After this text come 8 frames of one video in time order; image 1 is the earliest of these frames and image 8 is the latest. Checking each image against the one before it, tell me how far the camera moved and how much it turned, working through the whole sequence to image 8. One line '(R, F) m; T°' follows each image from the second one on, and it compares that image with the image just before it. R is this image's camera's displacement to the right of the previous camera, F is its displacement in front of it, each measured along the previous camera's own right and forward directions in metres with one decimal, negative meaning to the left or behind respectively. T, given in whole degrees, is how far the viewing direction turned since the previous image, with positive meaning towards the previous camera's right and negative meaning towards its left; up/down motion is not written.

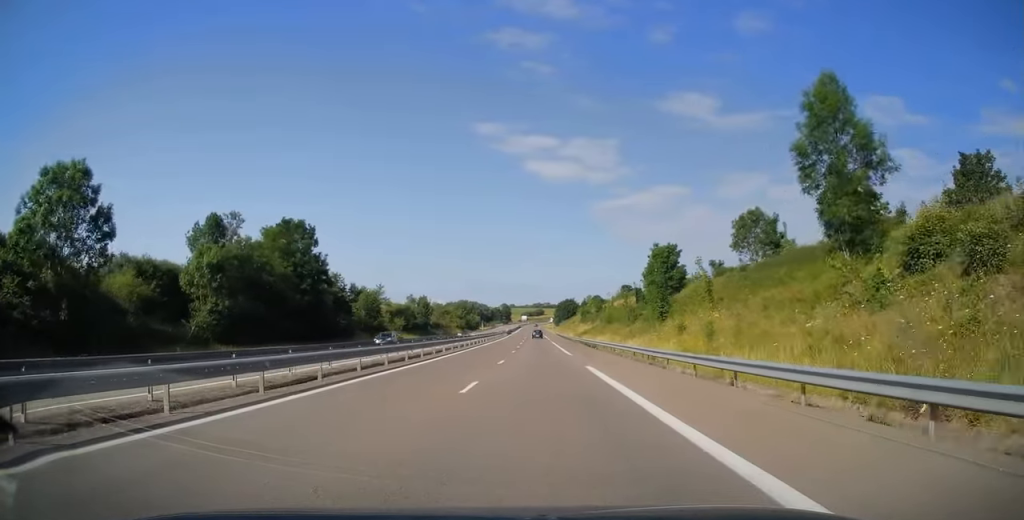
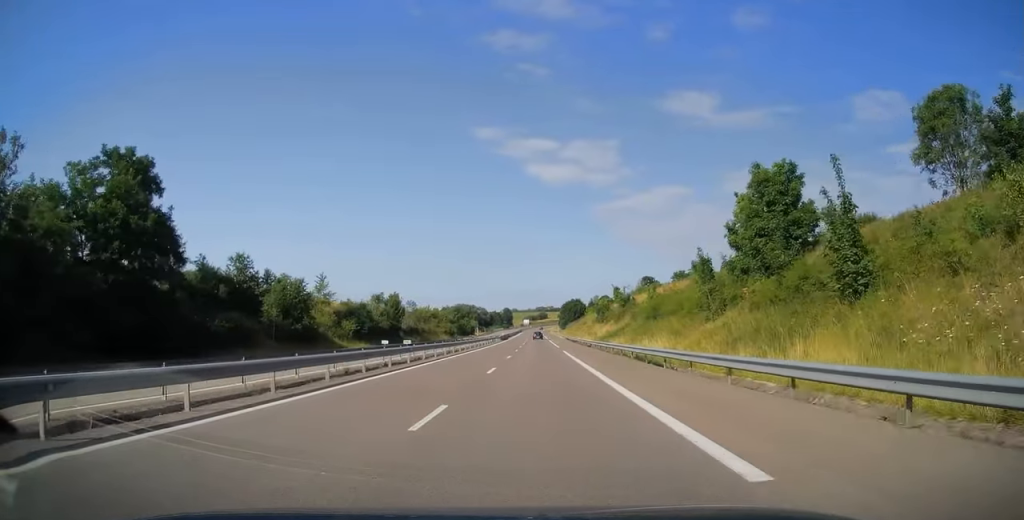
(-0.3, +31.3) m; -1°
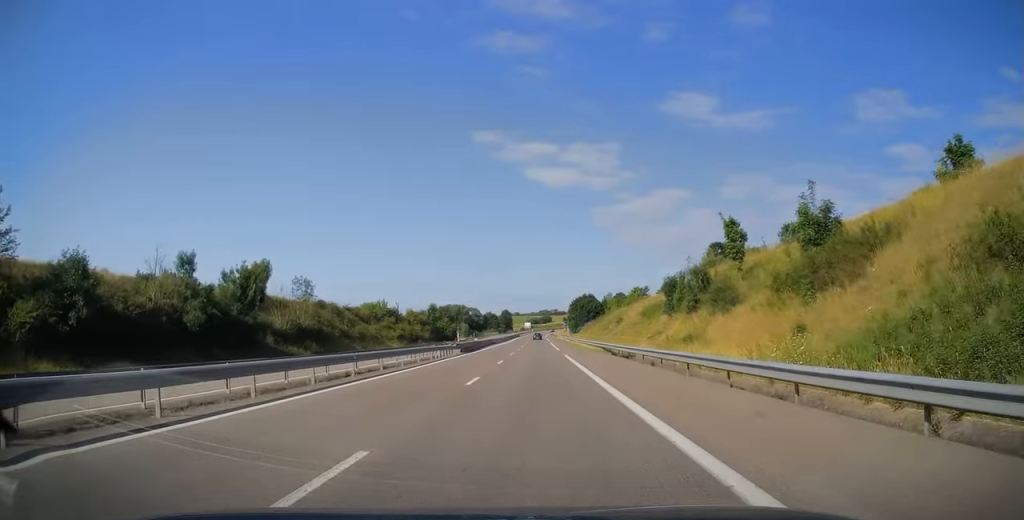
(-0.1, +56.6) m; 0°
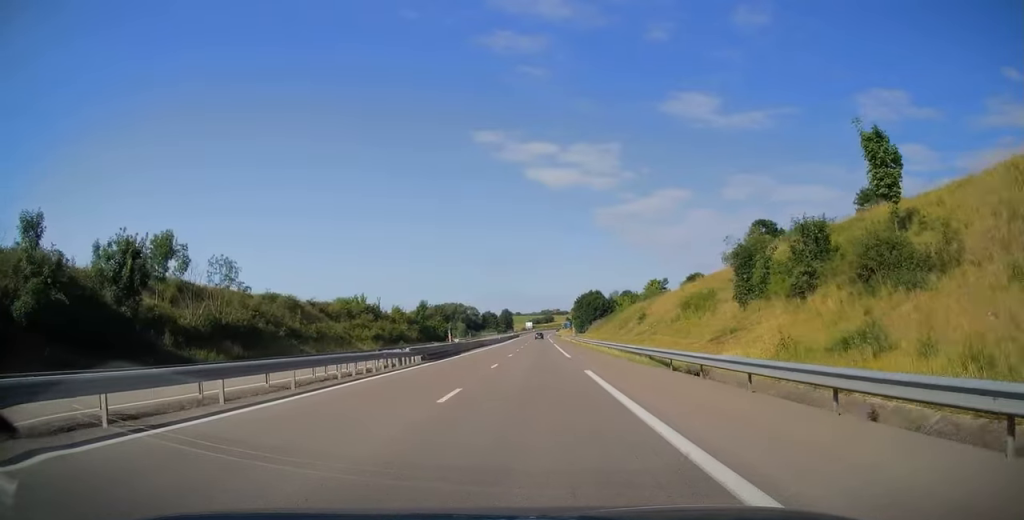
(-0.1, +17.6) m; 0°
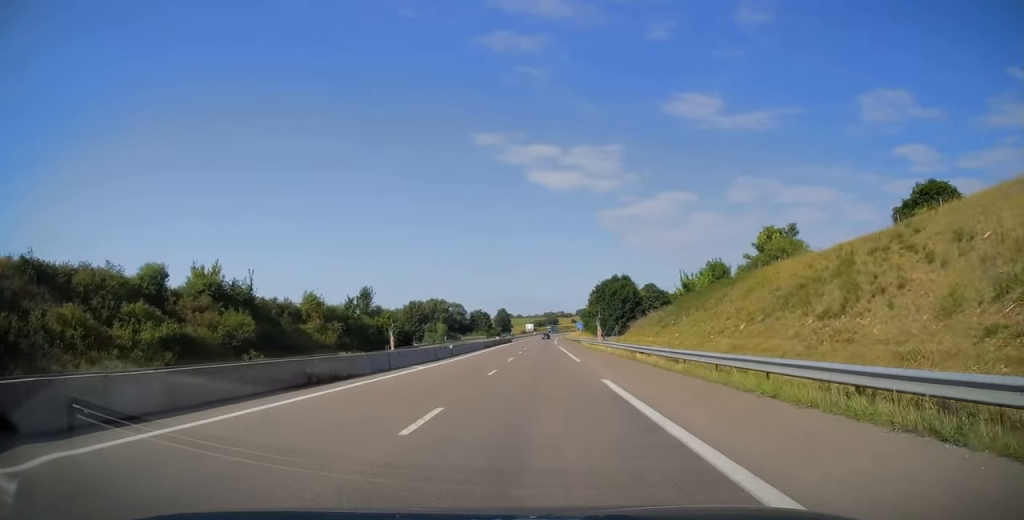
(-0.2, +56.1) m; 0°
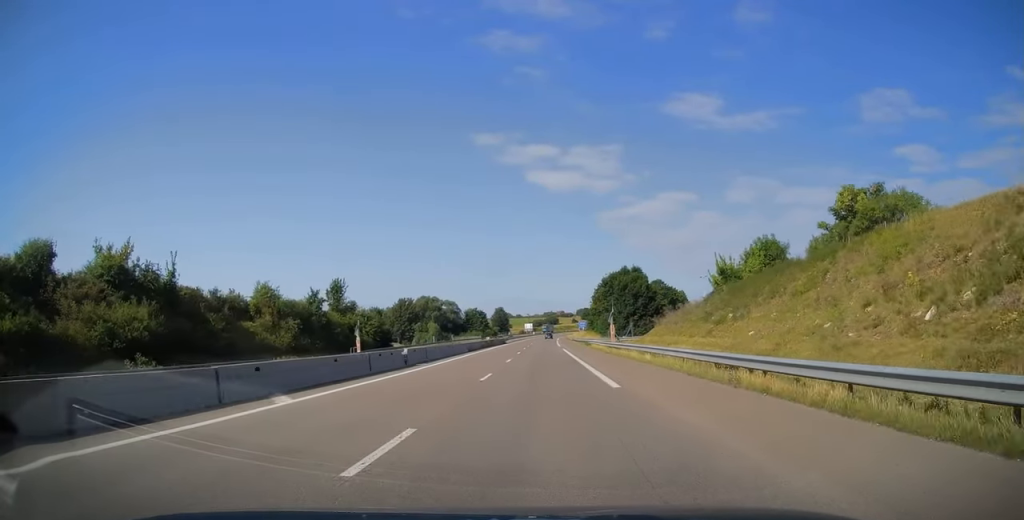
(+0.1, +15.6) m; 0°
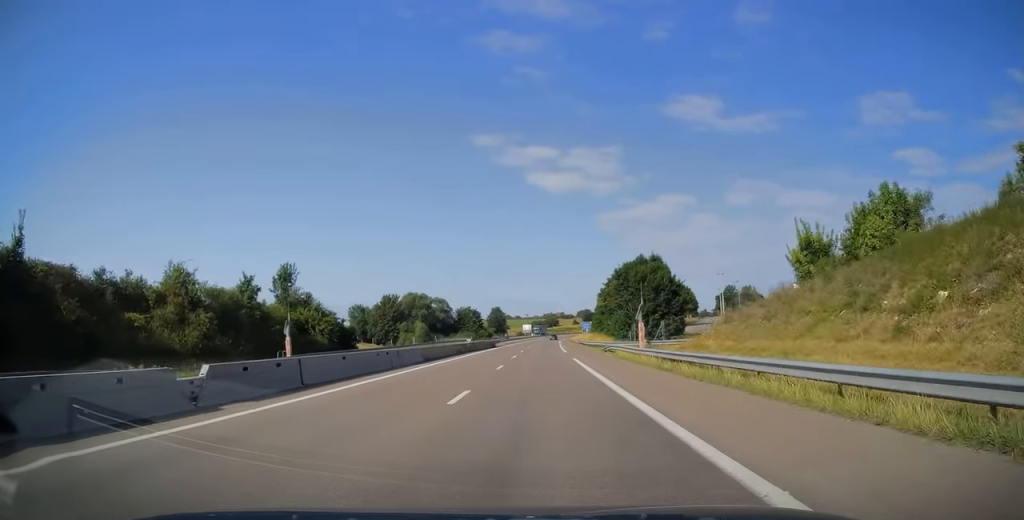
(+0.2, +19.5) m; 0°
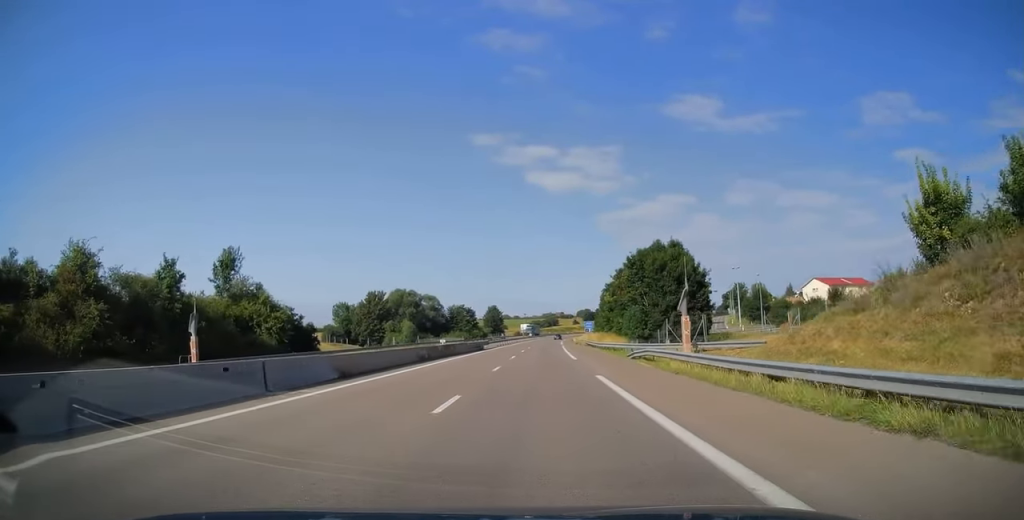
(-0.2, +14.6) m; 0°
